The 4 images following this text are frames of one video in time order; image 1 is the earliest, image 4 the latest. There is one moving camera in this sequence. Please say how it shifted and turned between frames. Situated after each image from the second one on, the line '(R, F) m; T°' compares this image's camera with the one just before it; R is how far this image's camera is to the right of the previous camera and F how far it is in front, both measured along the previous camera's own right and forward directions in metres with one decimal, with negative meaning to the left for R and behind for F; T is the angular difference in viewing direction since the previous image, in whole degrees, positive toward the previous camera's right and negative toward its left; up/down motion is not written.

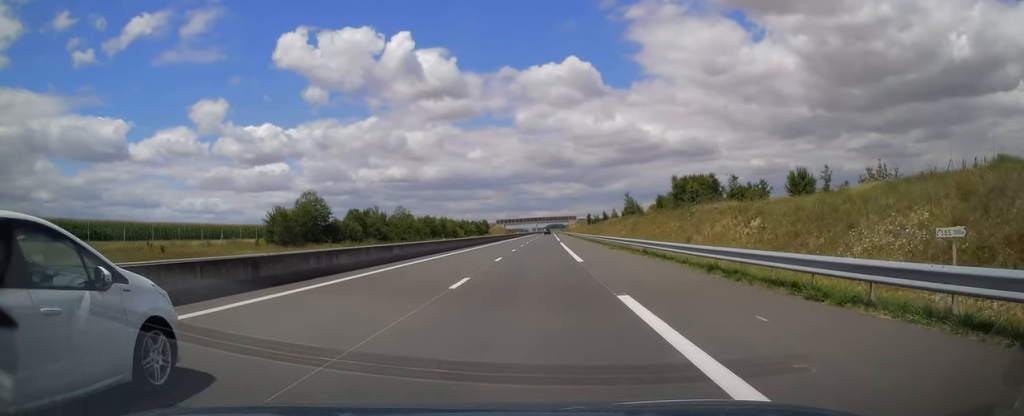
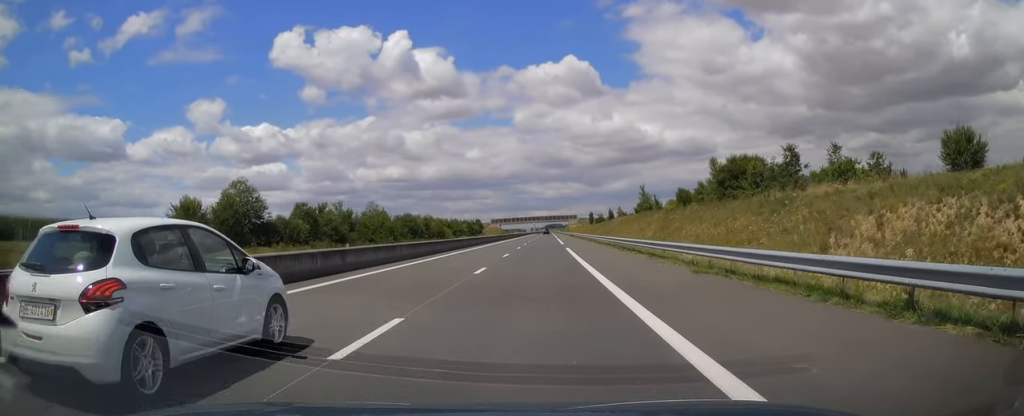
(+0.1, +21.0) m; 0°
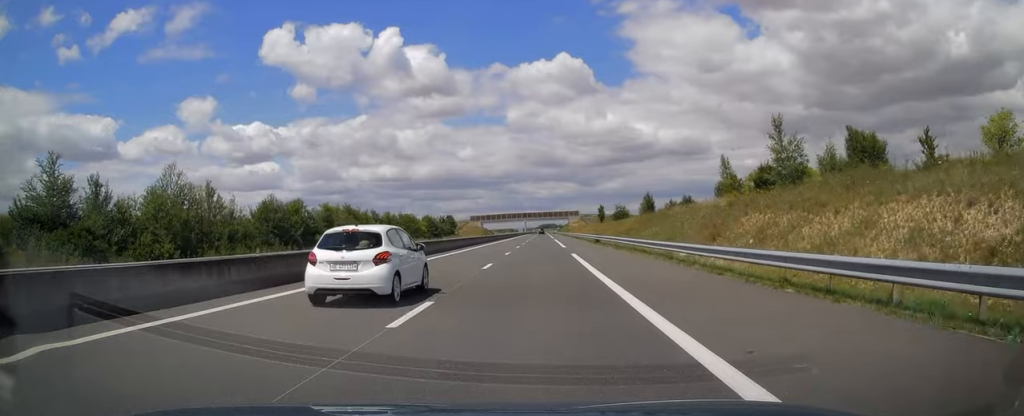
(+0.1, +63.0) m; 0°
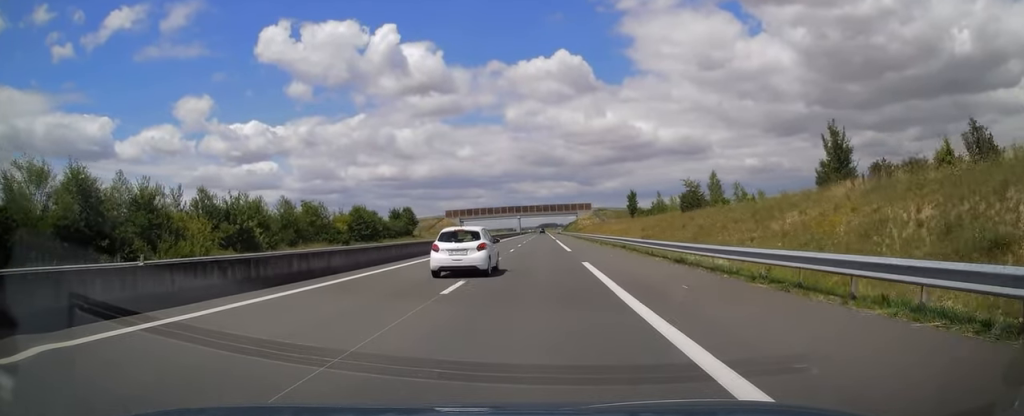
(+0.1, +60.4) m; 0°
